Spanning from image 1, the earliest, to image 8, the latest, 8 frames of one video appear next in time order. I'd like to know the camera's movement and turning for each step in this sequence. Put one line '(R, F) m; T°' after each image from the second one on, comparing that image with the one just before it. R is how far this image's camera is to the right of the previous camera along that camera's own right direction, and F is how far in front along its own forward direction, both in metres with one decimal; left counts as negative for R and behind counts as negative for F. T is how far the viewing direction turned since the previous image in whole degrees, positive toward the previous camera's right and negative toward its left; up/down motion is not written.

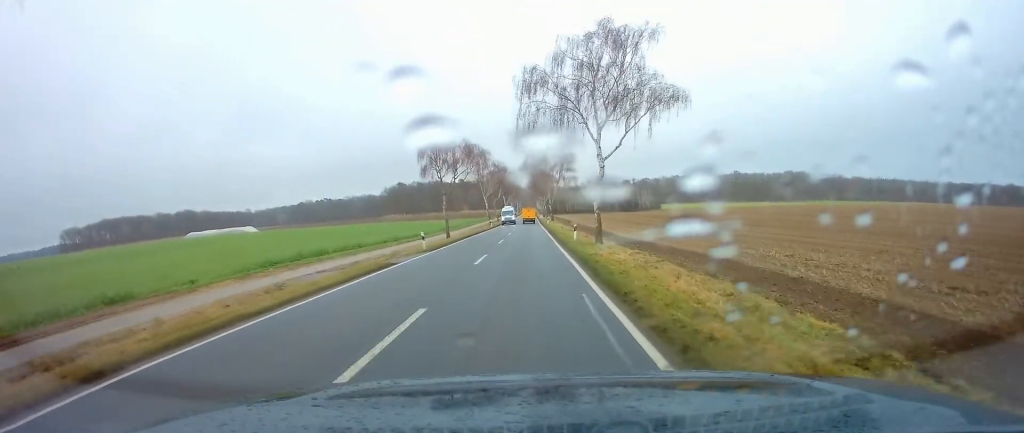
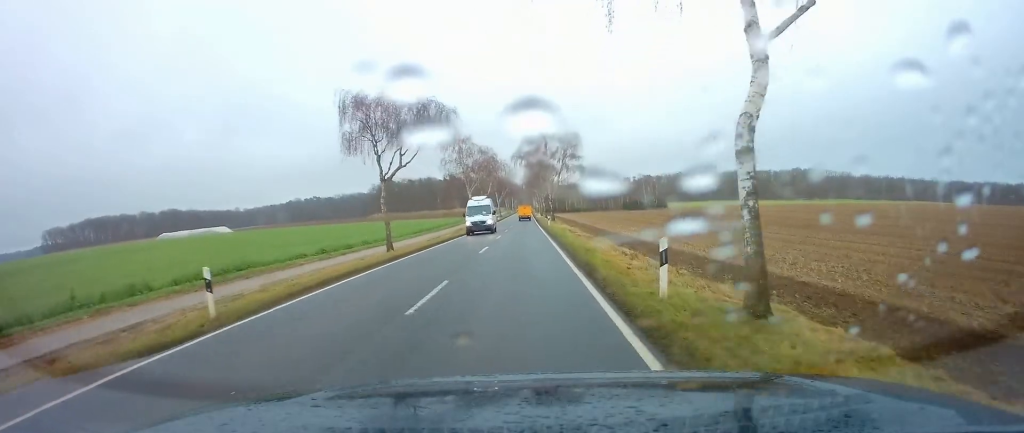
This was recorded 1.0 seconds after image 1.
(-0.1, +20.3) m; -1°
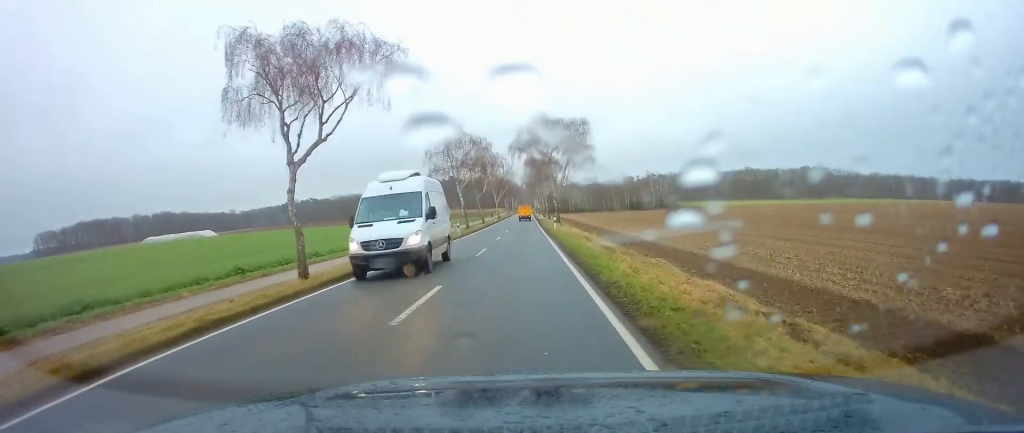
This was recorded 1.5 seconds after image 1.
(-0.1, +12.5) m; 0°
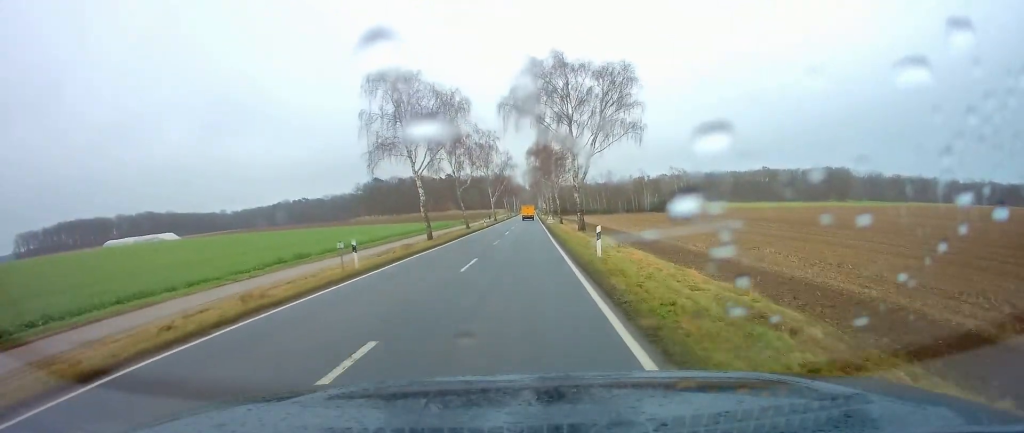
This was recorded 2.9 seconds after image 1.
(+0.3, +28.4) m; +1°
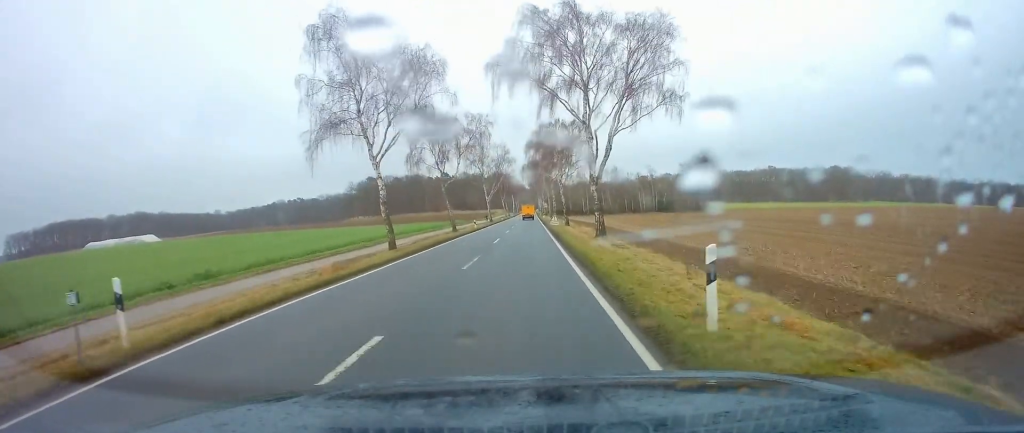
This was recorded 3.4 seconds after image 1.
(+0.1, +11.5) m; 0°
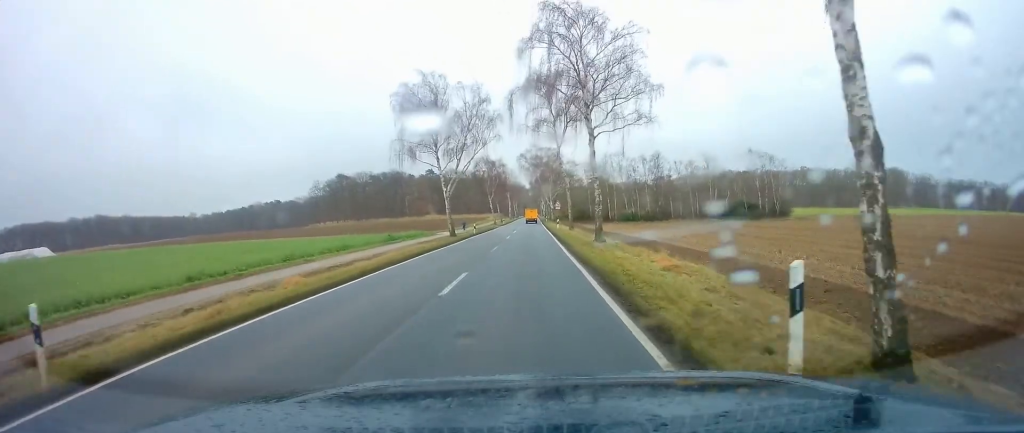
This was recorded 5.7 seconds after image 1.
(-0.7, +51.4) m; -1°
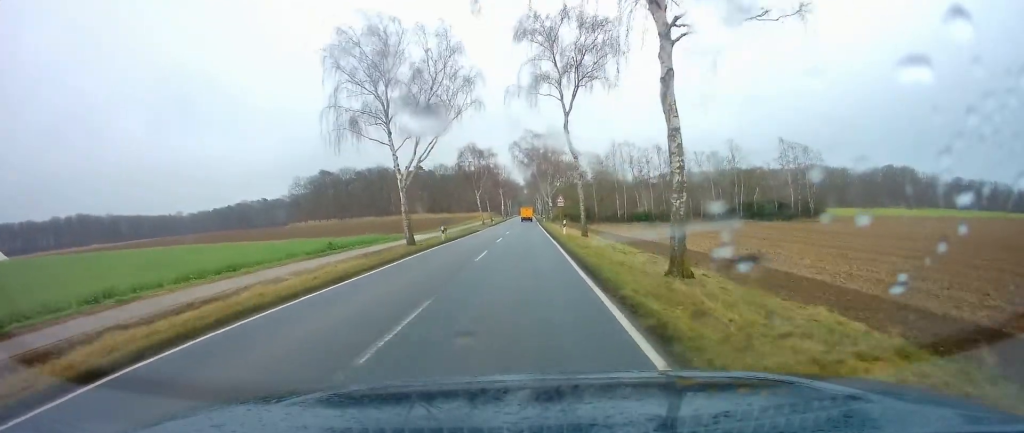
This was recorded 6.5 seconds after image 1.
(-0.1, +16.5) m; 0°
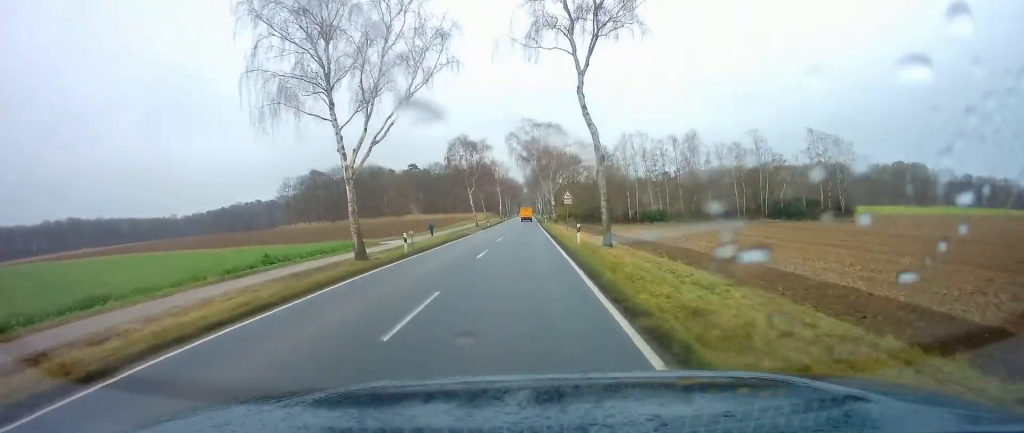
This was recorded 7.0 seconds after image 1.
(+0.2, +10.7) m; 0°
